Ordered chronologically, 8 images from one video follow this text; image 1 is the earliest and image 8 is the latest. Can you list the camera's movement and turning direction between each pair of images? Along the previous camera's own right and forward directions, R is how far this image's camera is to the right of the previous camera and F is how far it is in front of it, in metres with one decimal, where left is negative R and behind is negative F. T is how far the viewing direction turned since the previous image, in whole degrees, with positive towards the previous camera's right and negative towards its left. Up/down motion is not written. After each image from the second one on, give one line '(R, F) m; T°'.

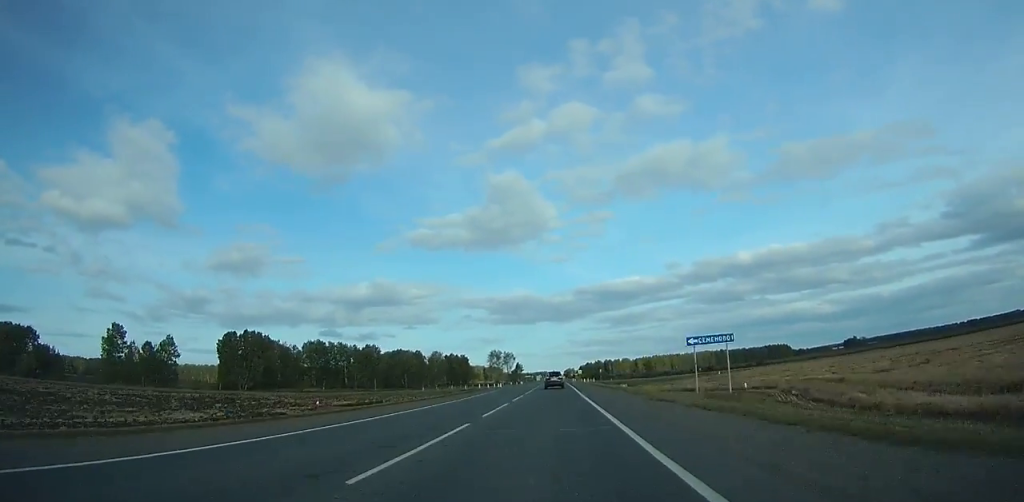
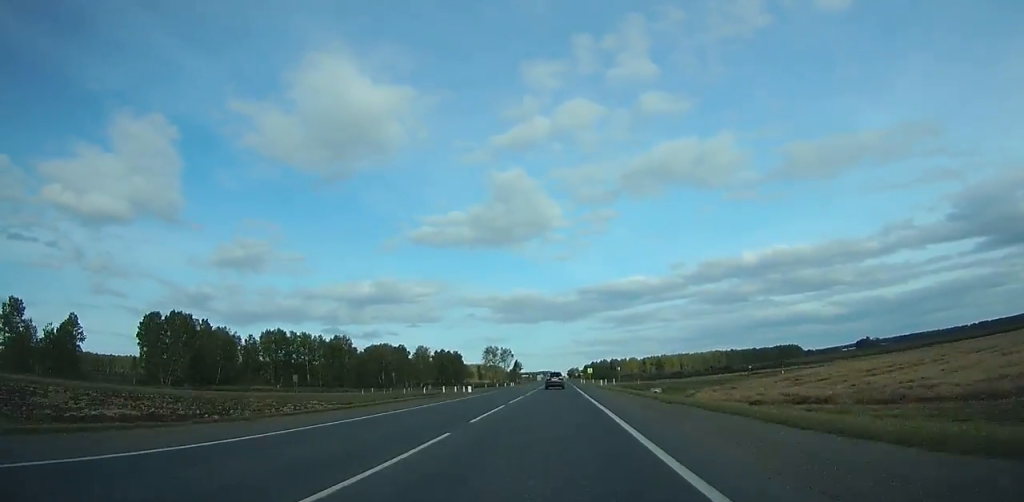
(-0.1, +38.8) m; 0°
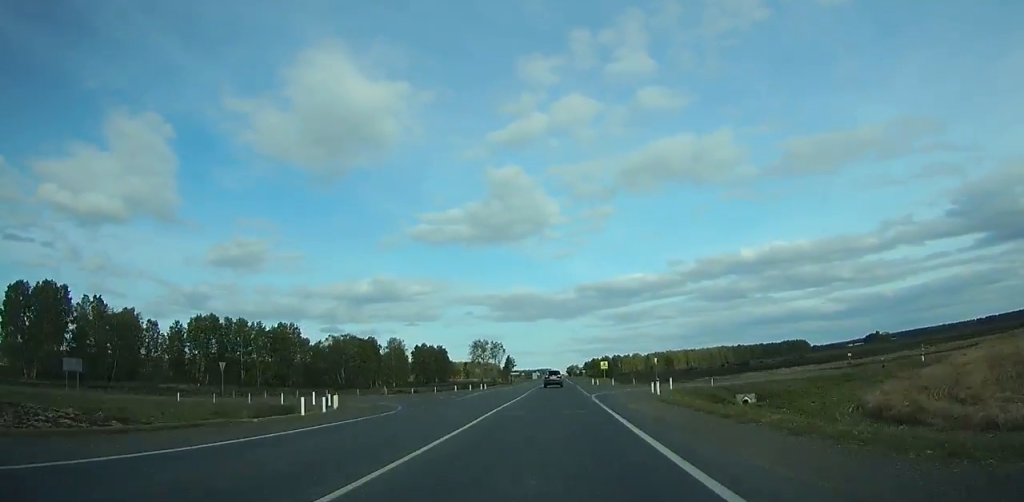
(0.0, +41.7) m; 0°
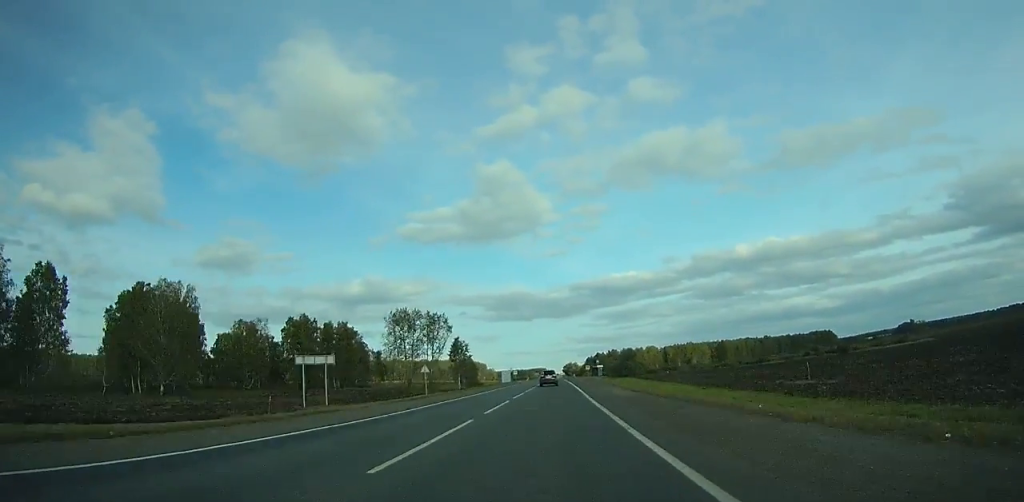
(+0.3, +130.9) m; 0°
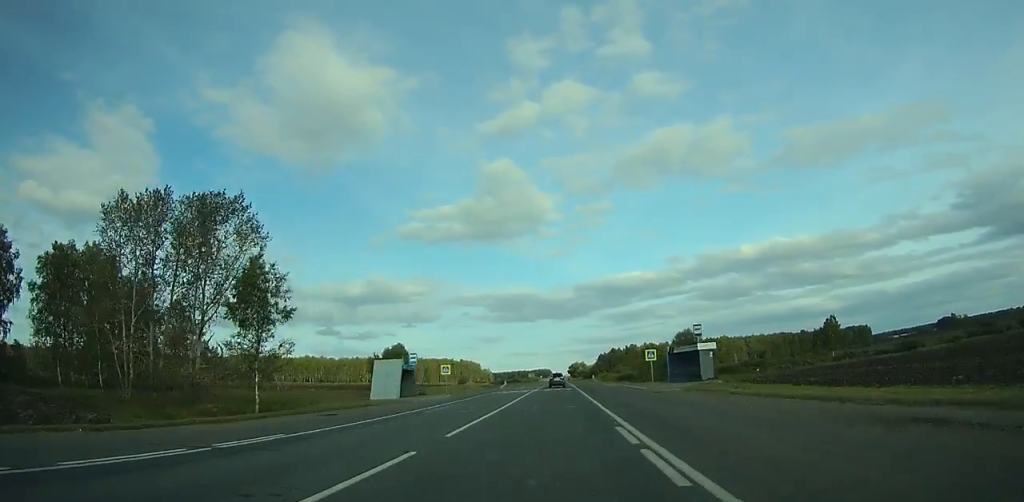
(-0.1, +104.2) m; 0°
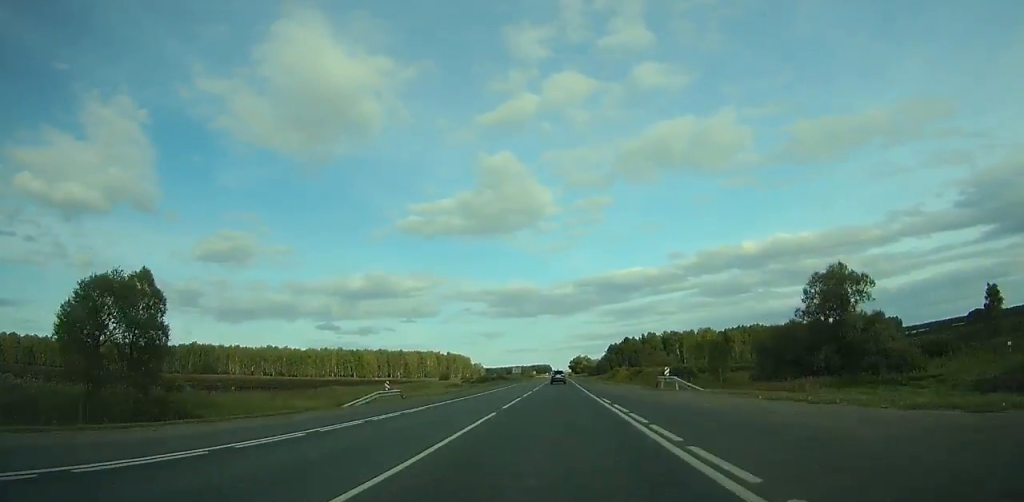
(-0.2, +78.2) m; 0°
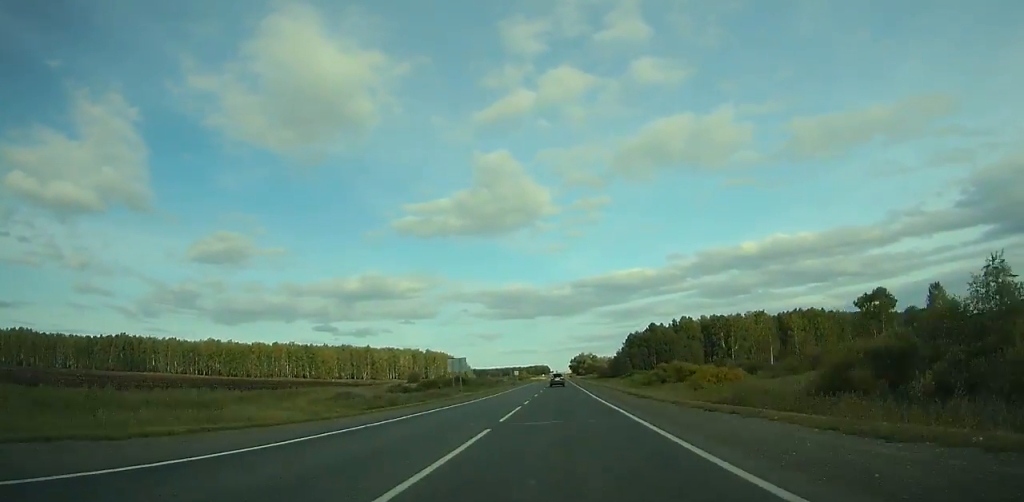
(-0.1, +88.2) m; 0°
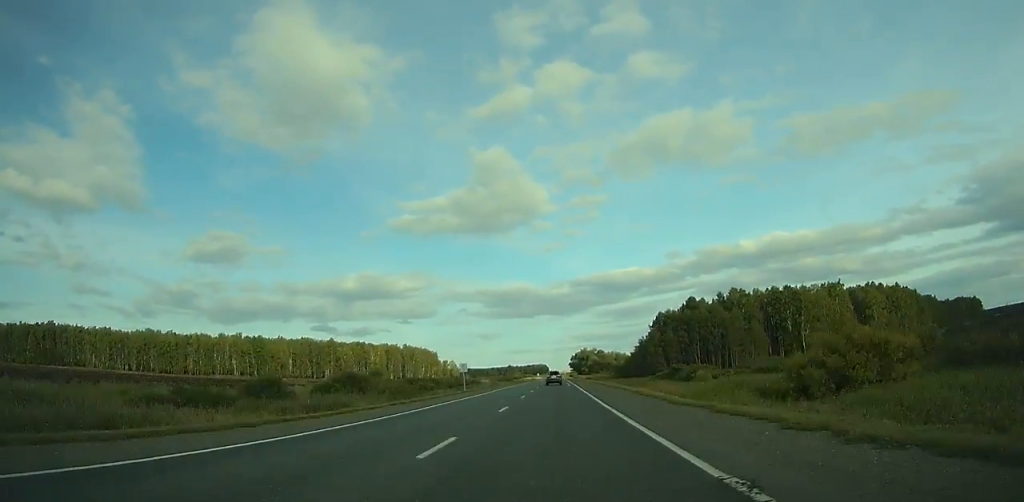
(+0.2, +67.5) m; 0°
